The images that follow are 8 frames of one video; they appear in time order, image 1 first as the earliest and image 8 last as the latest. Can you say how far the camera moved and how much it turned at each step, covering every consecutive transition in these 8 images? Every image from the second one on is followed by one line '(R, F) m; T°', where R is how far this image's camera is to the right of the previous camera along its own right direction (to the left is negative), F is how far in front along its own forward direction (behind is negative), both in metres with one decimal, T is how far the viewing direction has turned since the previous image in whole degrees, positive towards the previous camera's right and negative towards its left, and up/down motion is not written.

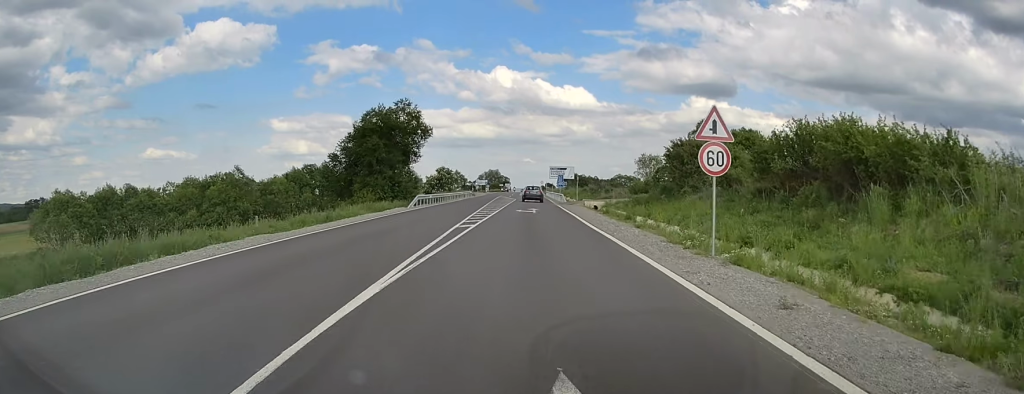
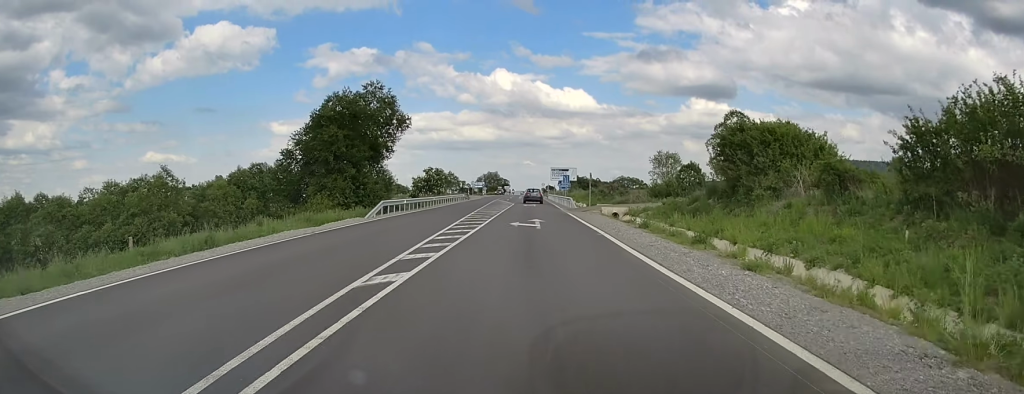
(+0.1, +12.2) m; 0°
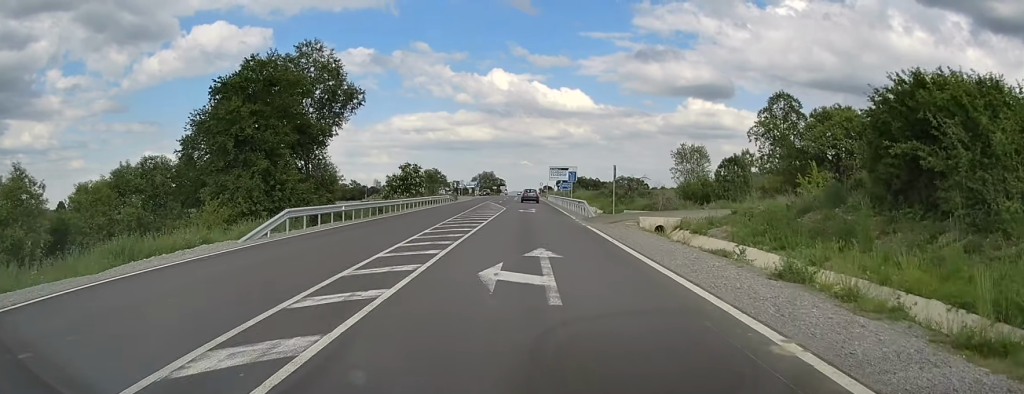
(+0.3, +15.0) m; 0°
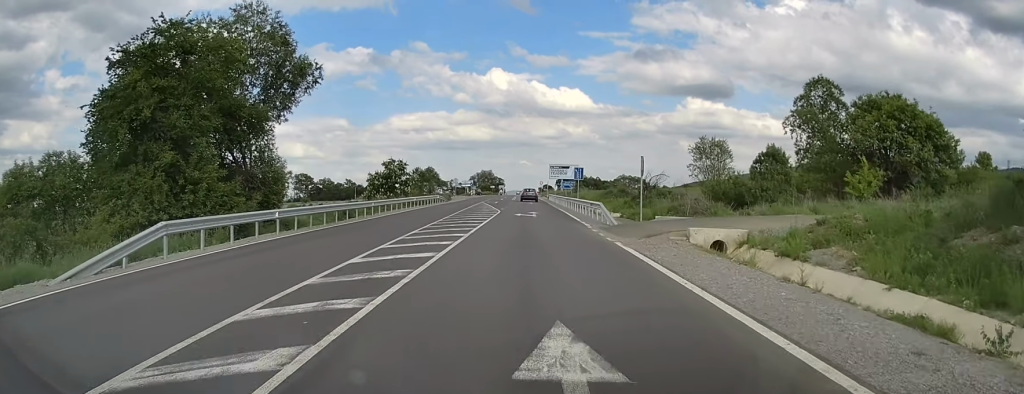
(-0.2, +8.4) m; 0°
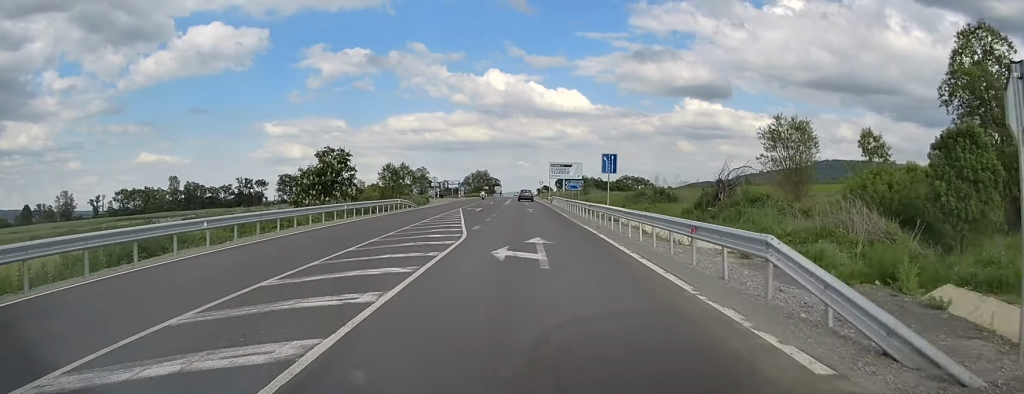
(0.0, +20.6) m; 0°
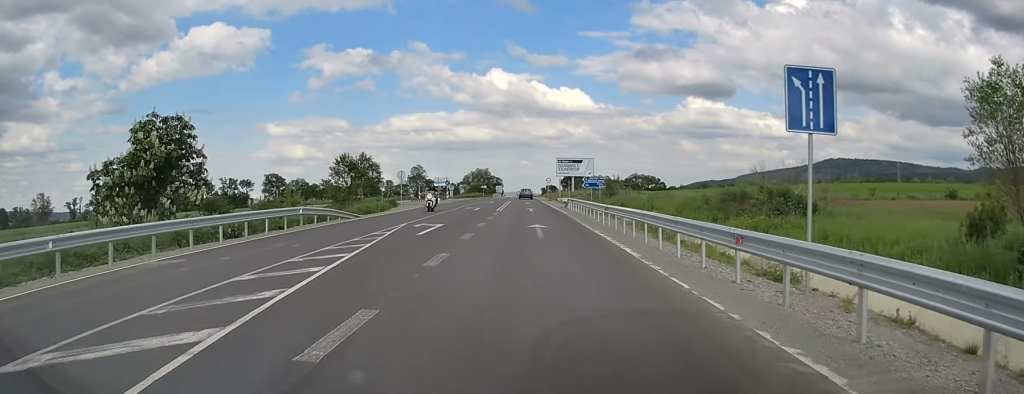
(0.0, +22.7) m; -1°
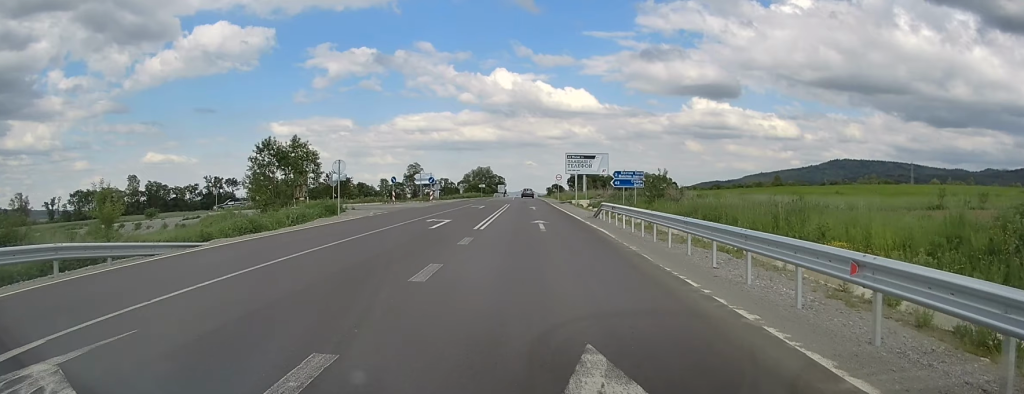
(-0.2, +20.1) m; 0°
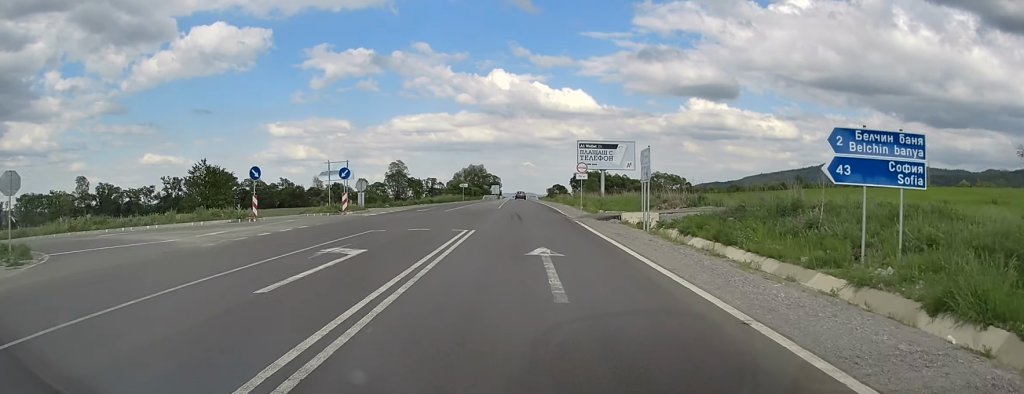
(+0.1, +35.7) m; 0°
